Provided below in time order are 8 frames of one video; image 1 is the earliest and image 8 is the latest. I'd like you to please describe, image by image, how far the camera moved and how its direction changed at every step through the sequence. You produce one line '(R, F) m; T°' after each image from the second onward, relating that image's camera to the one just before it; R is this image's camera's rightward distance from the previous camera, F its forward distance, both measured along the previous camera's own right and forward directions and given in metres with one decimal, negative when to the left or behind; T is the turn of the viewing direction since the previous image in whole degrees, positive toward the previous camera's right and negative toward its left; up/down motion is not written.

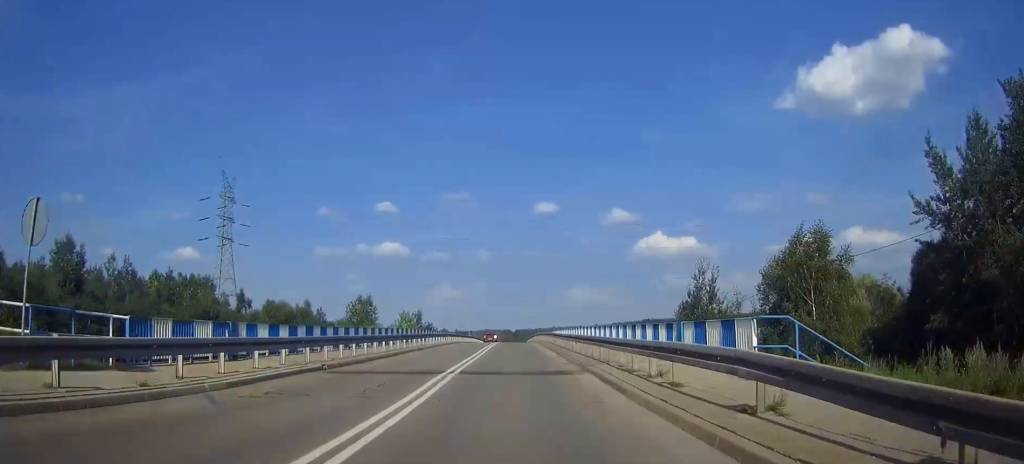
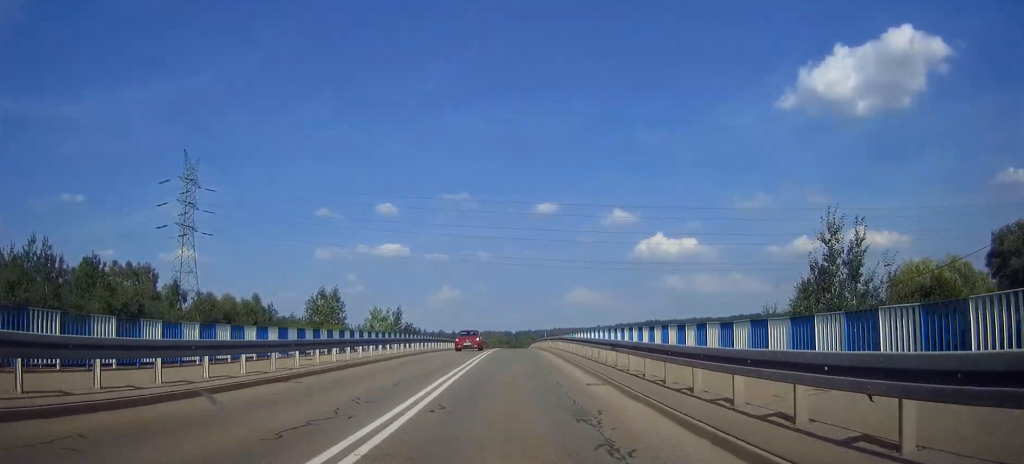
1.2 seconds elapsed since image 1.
(0.0, +23.0) m; 0°
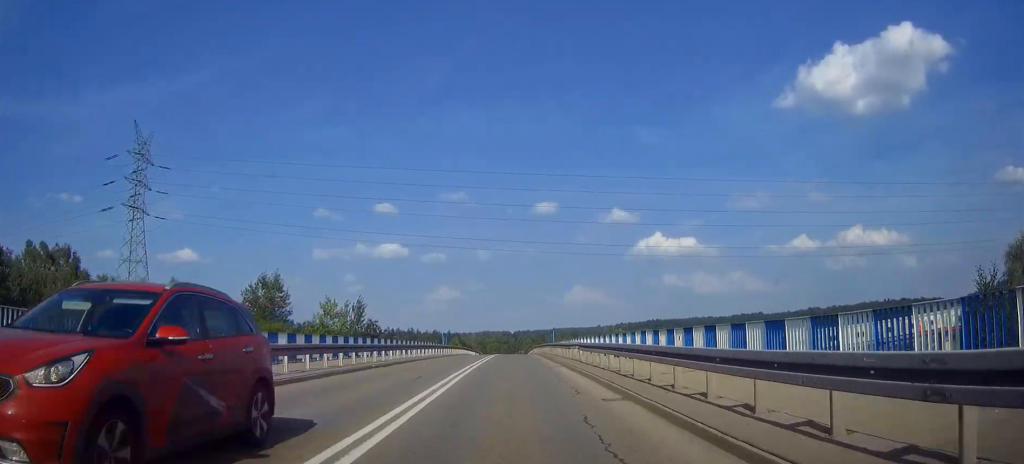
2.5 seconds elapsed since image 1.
(0.0, +23.0) m; 0°
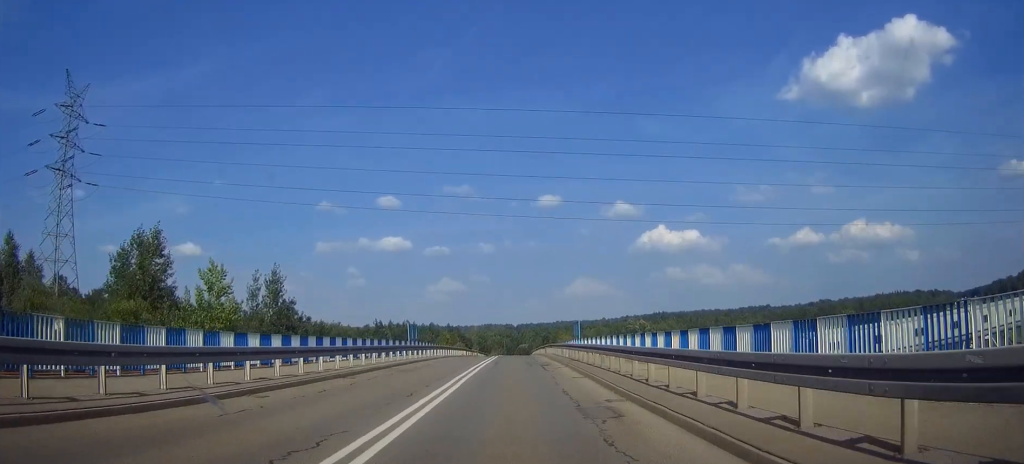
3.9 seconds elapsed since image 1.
(0.0, +26.8) m; 0°
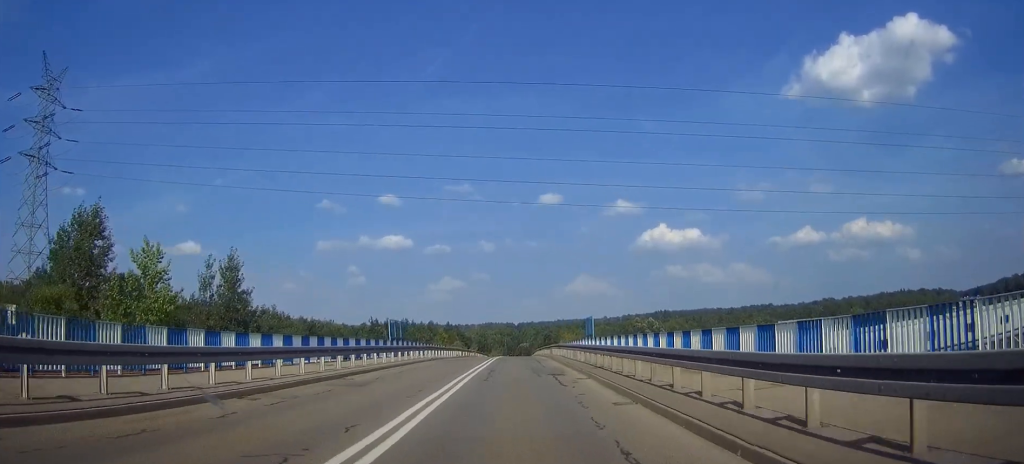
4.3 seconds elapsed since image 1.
(0.0, +8.1) m; 0°
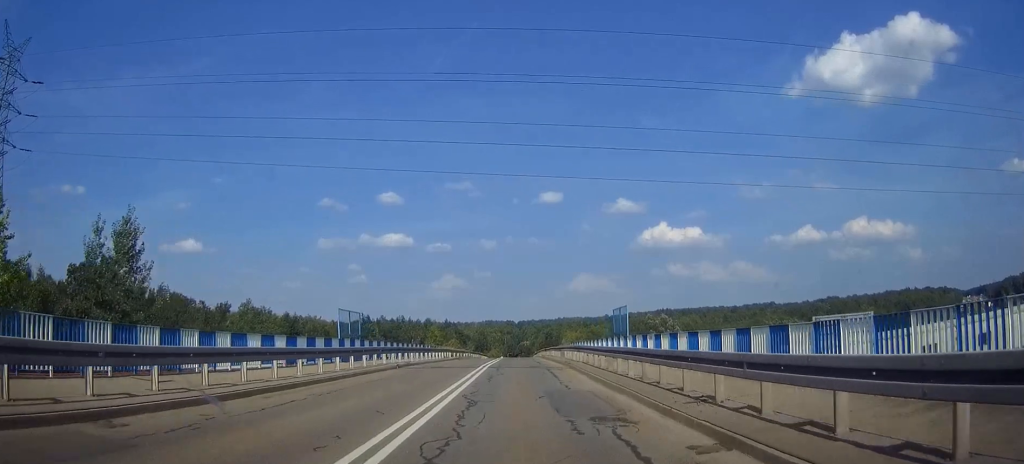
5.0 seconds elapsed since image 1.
(0.0, +12.5) m; 0°
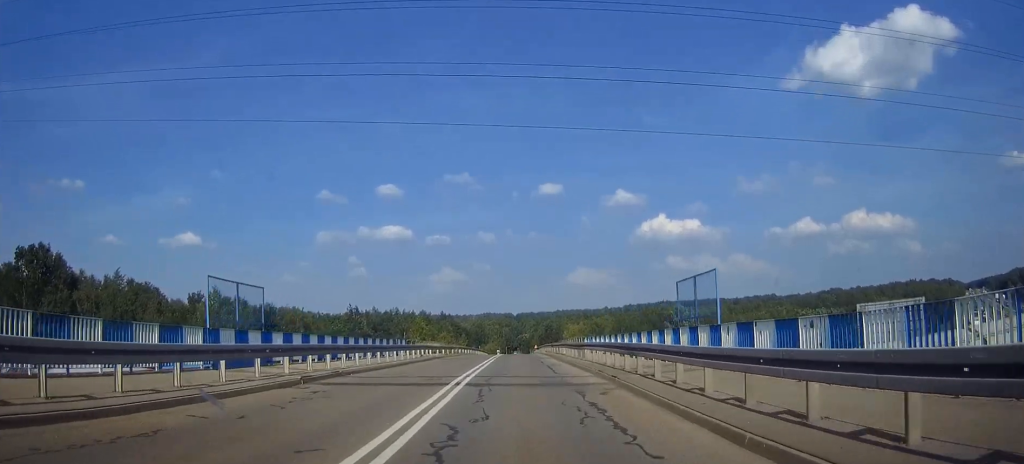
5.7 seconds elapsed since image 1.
(0.0, +13.2) m; 0°
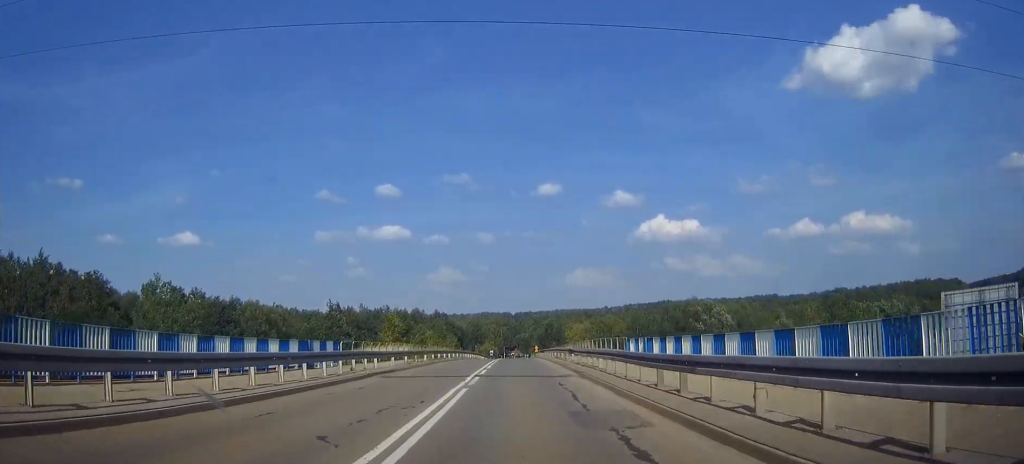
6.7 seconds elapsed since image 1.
(0.0, +18.3) m; 0°
